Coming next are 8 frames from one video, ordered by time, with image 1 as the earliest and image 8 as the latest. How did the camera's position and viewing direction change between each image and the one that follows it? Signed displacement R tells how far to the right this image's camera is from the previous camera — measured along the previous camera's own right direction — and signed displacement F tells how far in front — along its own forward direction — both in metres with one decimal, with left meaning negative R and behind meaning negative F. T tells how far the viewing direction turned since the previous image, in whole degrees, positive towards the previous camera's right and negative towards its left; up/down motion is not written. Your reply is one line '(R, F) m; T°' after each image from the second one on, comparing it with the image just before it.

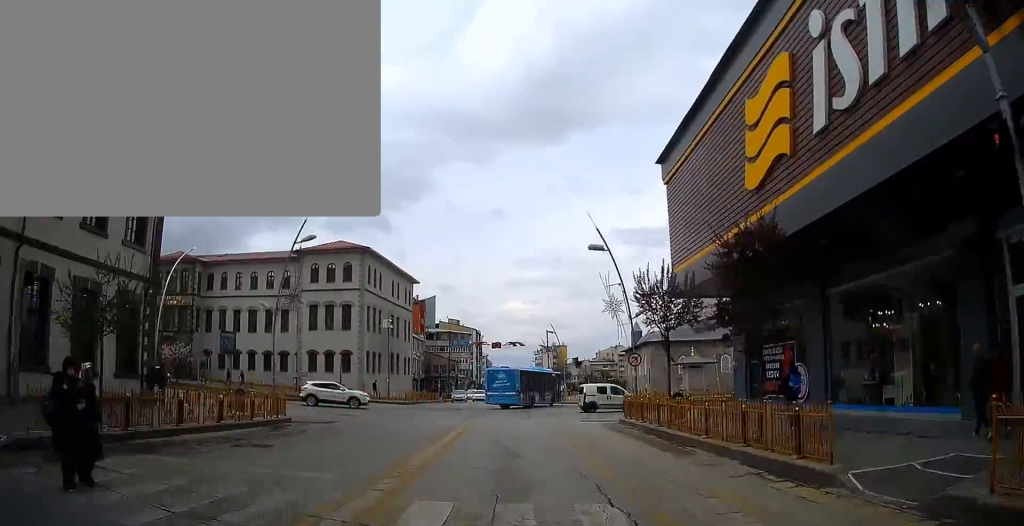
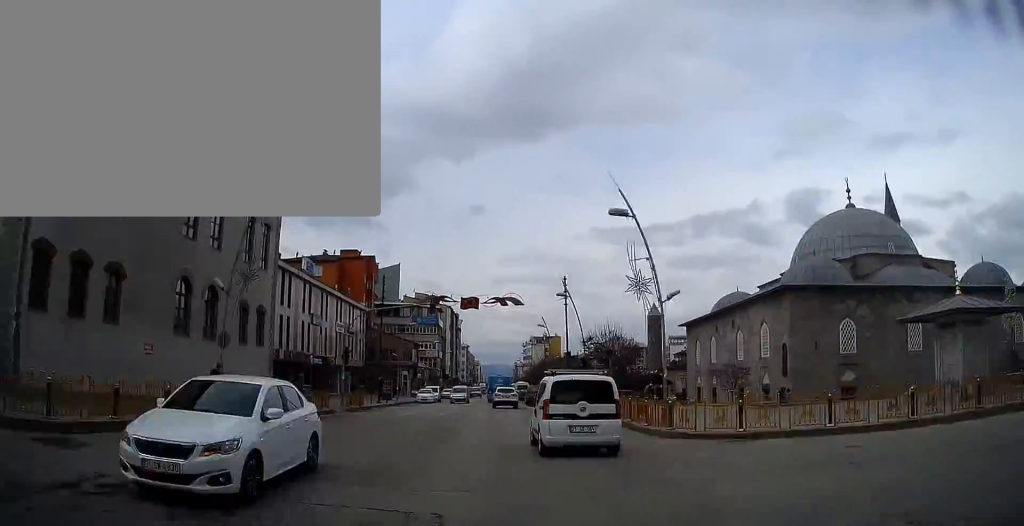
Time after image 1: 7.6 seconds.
(+0.2, +39.6) m; -1°
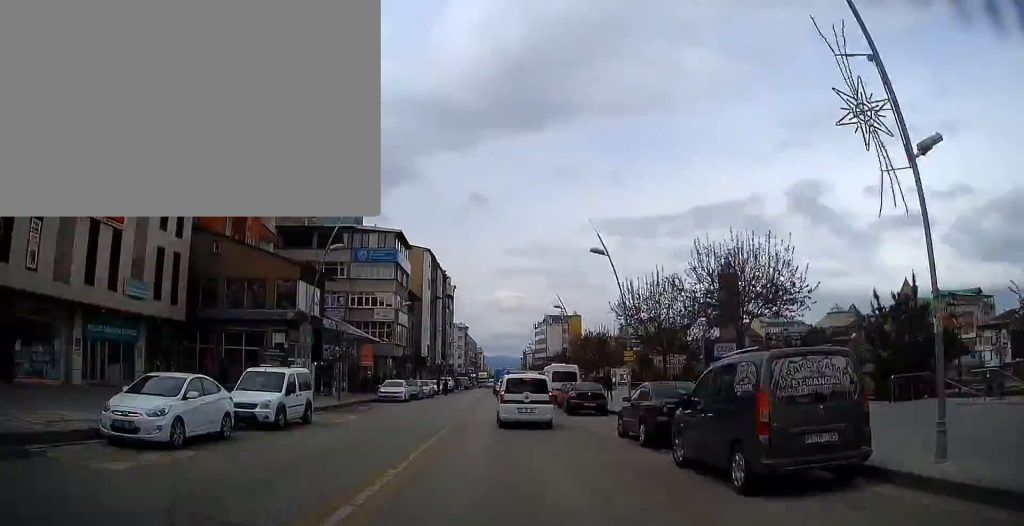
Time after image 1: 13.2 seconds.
(-0.6, +41.4) m; 0°
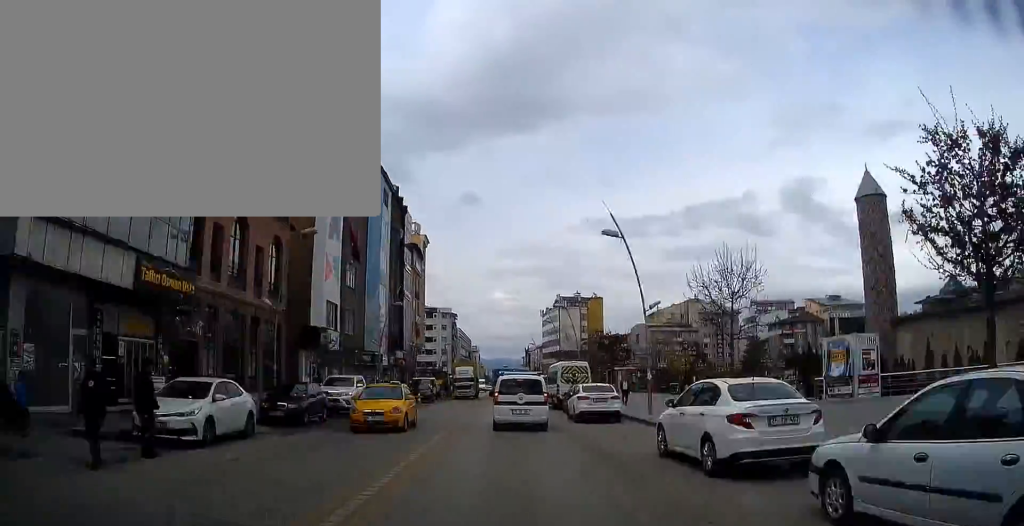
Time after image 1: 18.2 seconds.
(+0.1, +38.3) m; +1°
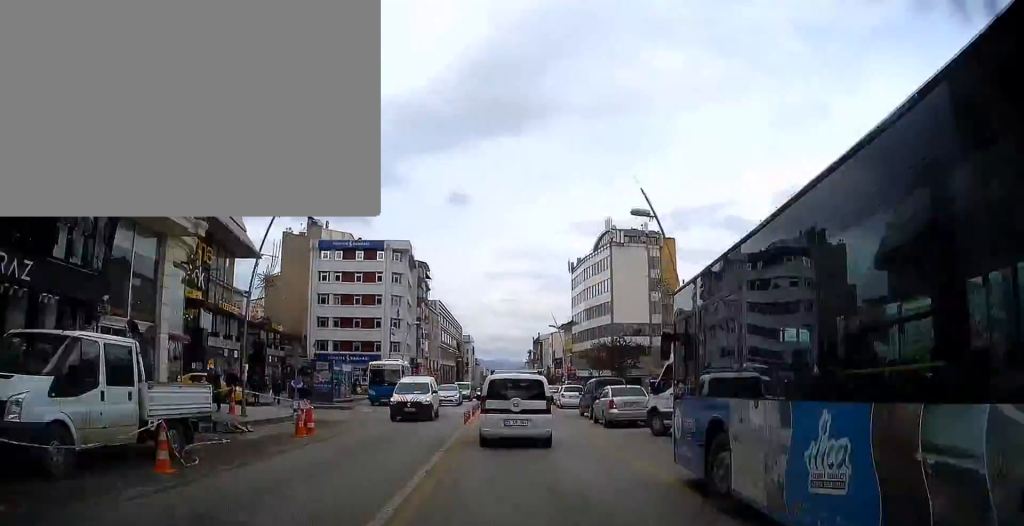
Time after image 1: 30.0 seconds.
(+0.8, +81.9) m; -2°
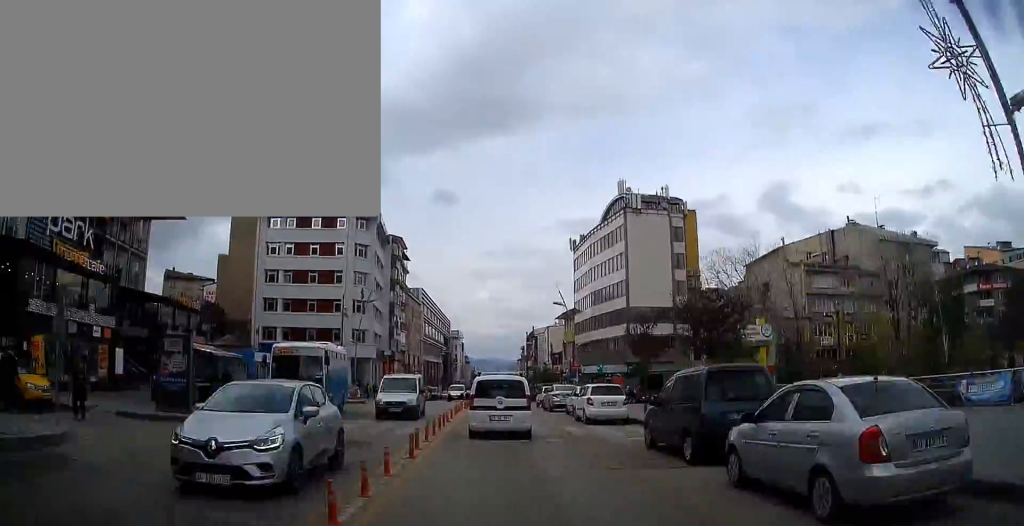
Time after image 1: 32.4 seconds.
(-0.1, +16.1) m; -1°
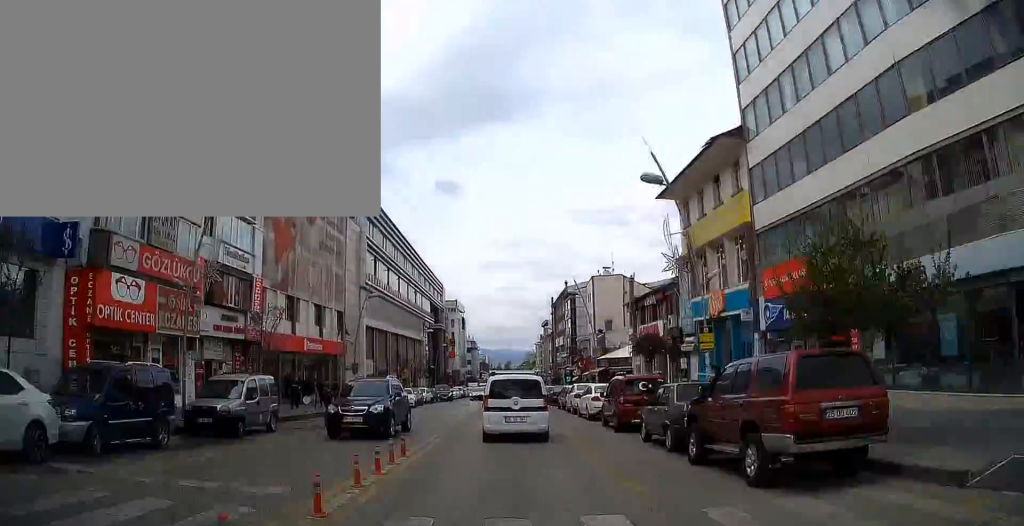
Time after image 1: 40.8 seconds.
(-1.2, +58.6) m; 0°
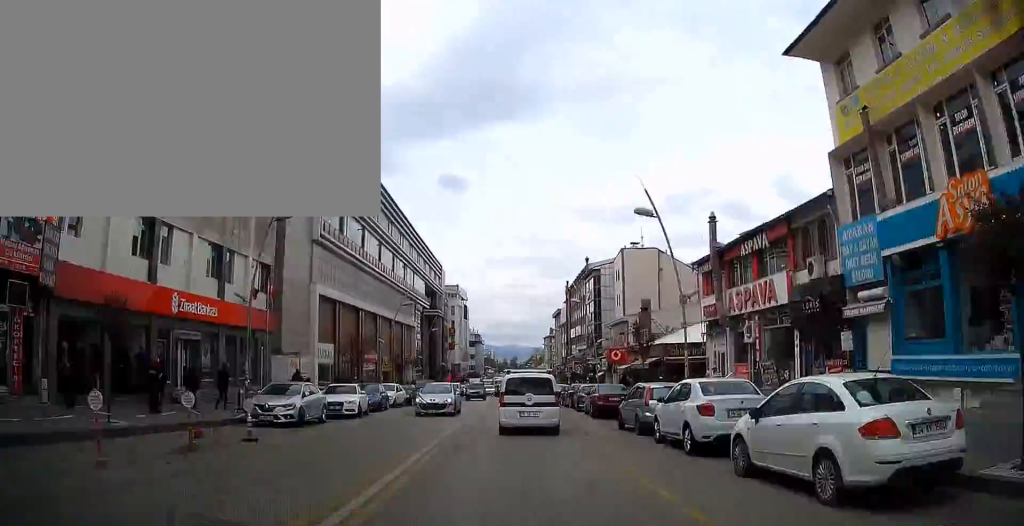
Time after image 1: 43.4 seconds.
(-0.1, +18.7) m; +1°
